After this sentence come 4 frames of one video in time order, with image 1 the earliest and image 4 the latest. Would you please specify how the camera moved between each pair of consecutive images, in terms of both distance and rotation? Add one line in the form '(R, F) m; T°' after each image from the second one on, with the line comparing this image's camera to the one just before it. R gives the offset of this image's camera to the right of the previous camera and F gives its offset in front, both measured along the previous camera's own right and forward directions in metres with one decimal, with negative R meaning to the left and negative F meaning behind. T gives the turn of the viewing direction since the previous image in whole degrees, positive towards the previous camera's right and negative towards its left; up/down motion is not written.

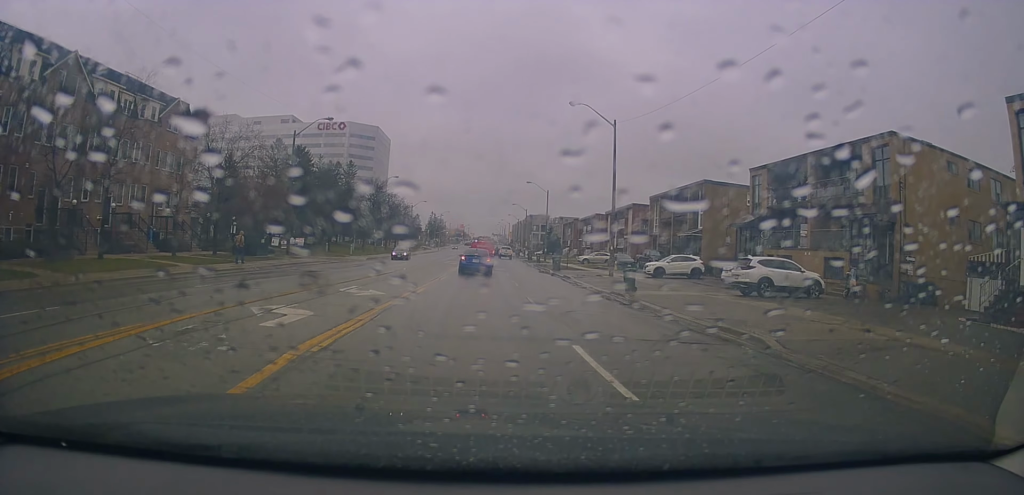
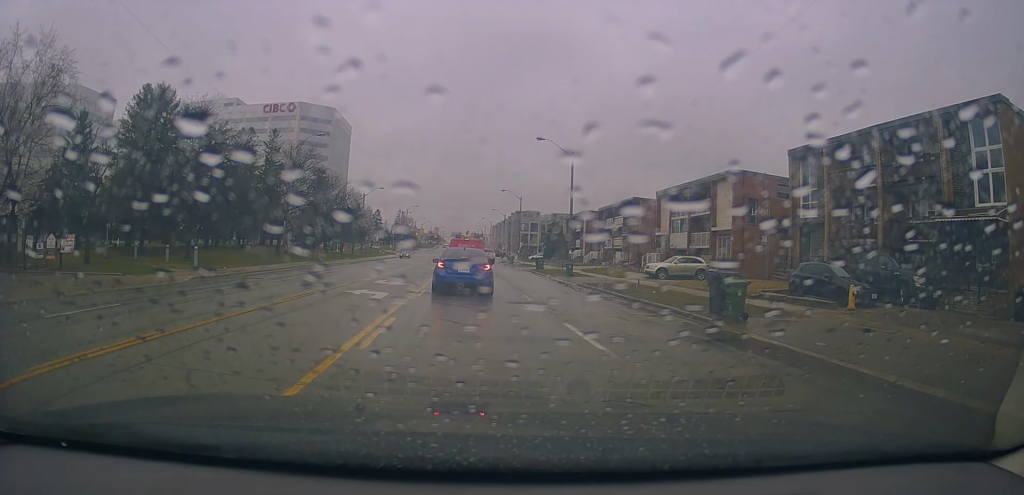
(-0.9, +36.7) m; -3°
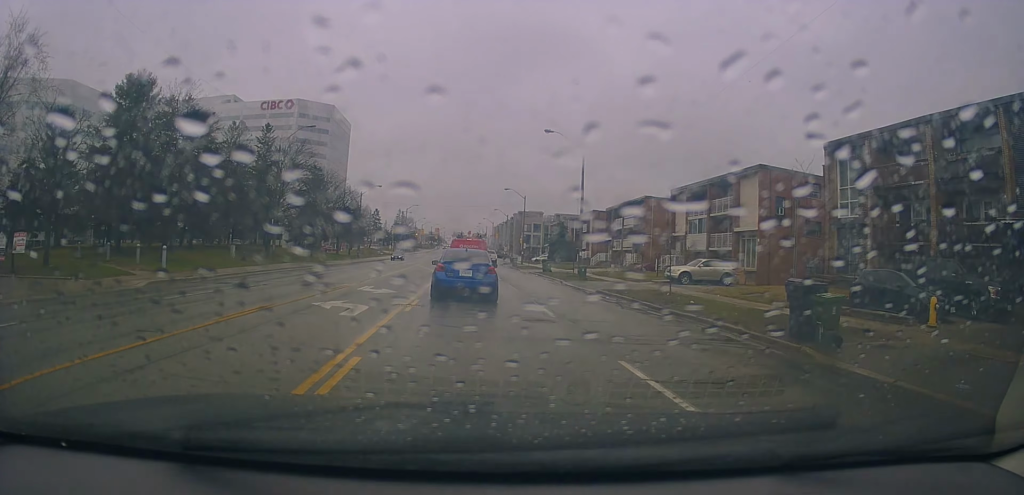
(-0.1, +4.2) m; +4°
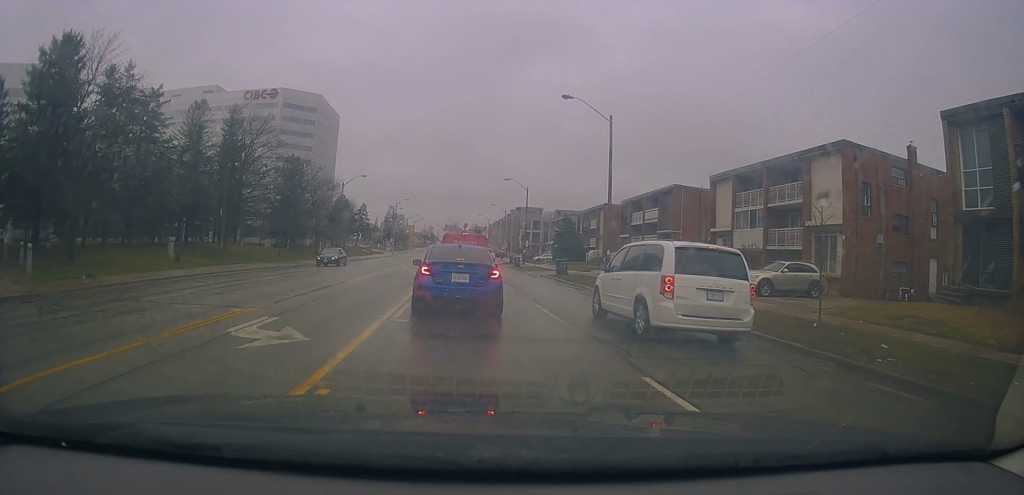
(+0.9, +10.6) m; +5°
